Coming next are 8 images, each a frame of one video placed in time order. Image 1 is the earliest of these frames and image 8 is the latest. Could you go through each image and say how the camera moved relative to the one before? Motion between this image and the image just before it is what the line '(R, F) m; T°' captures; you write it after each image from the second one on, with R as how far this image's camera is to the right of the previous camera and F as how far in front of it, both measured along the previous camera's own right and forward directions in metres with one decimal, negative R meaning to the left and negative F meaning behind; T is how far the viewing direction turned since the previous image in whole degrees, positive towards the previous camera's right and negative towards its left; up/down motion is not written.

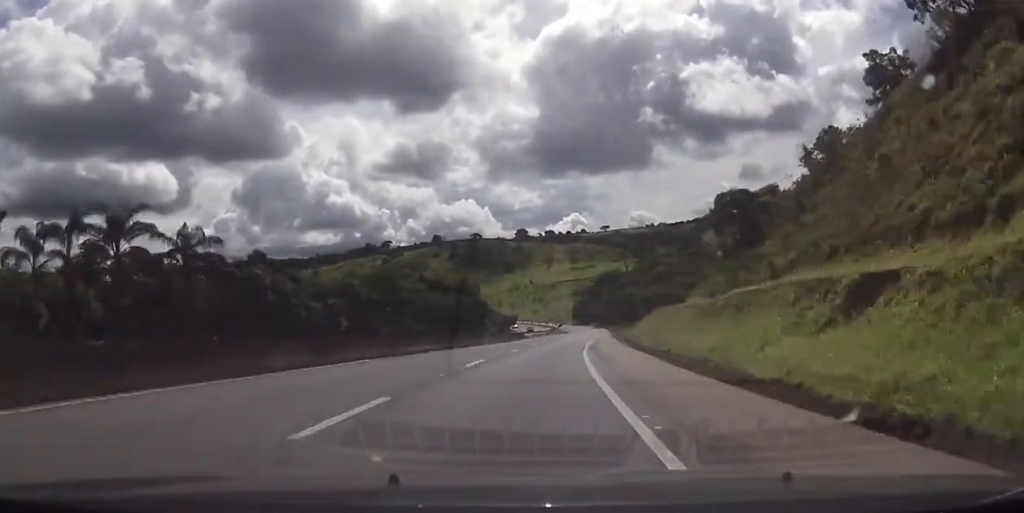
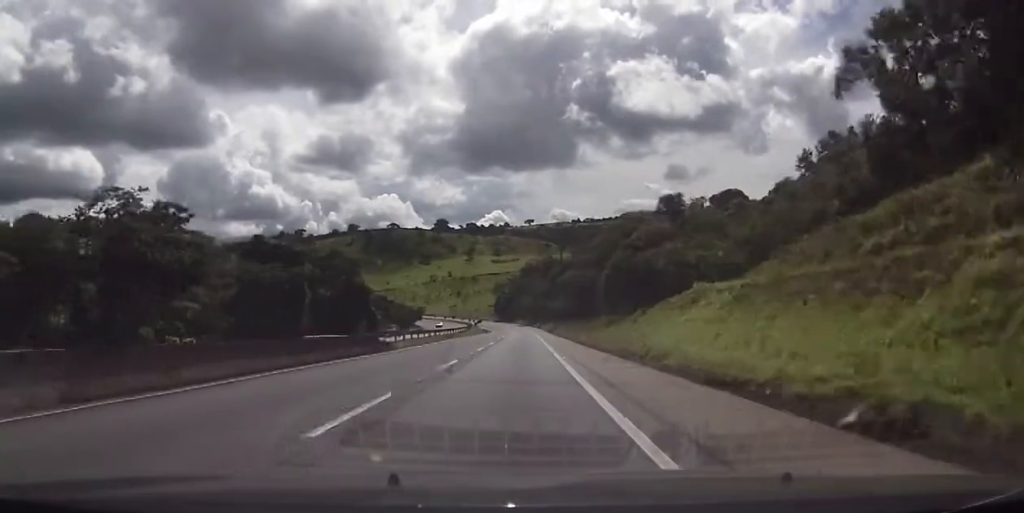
(+4.0, +46.4) m; +10°
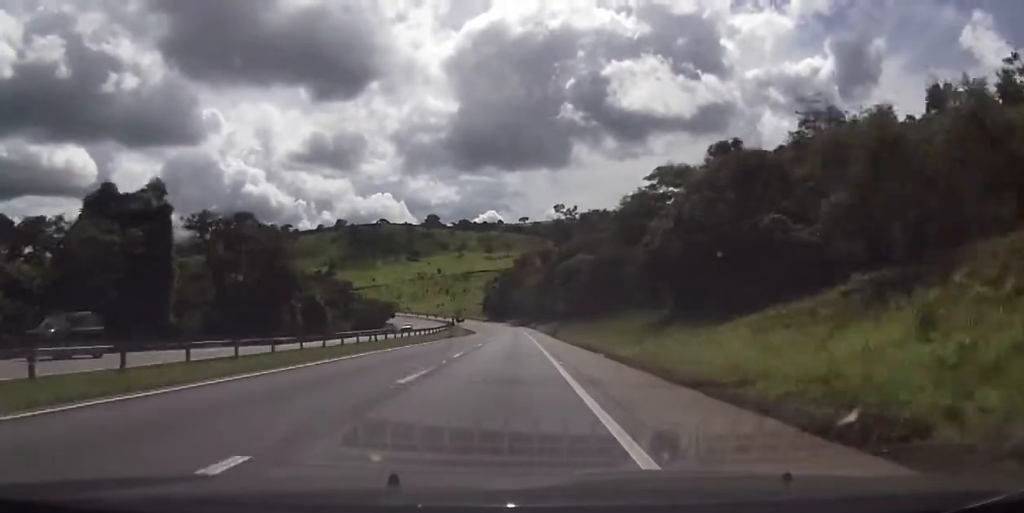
(+0.8, +29.8) m; +2°
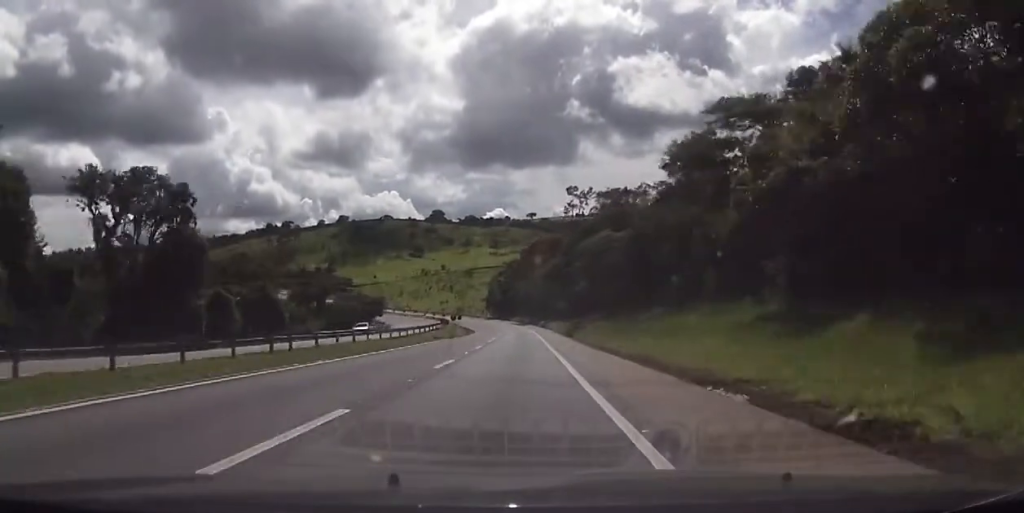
(+0.1, +20.8) m; -1°
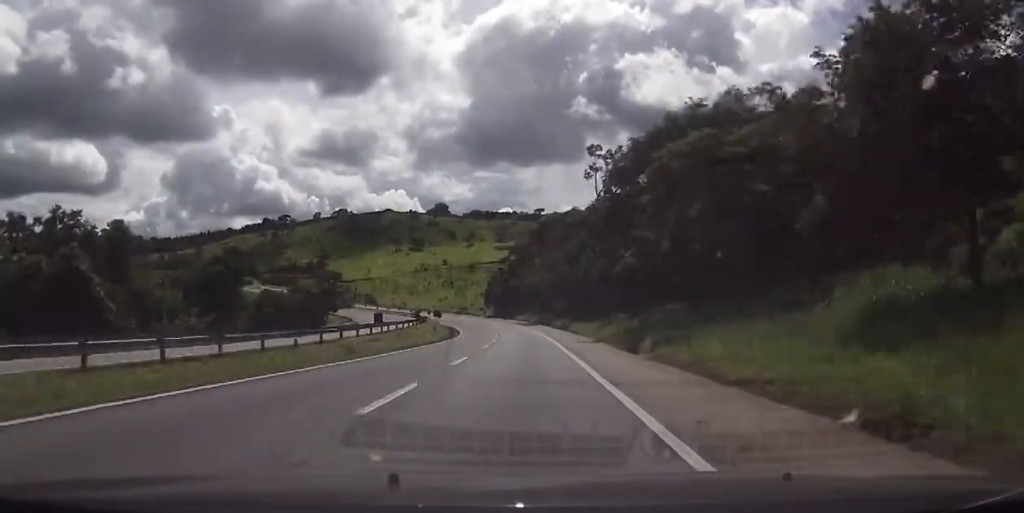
(-0.7, +36.5) m; -1°
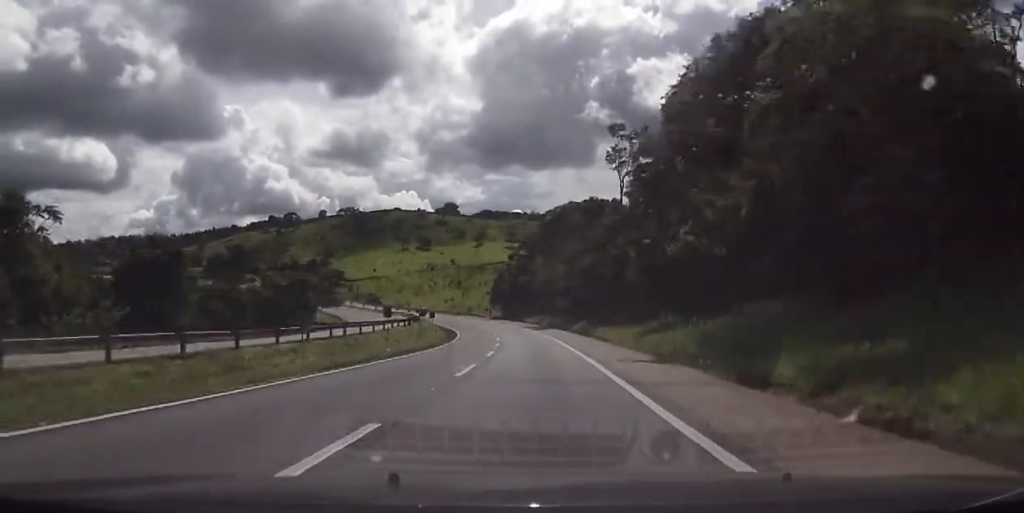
(+0.1, +15.6) m; 0°
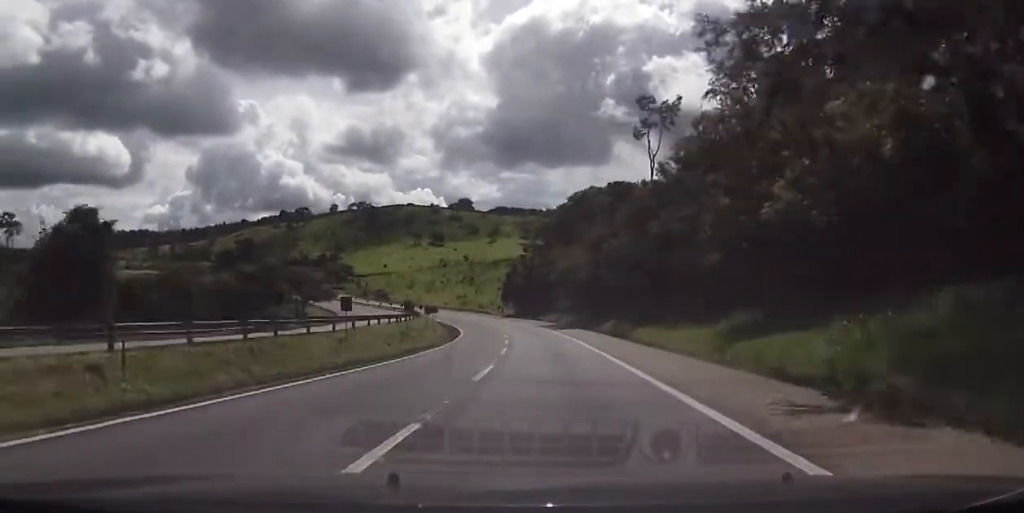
(0.0, +12.8) m; -1°
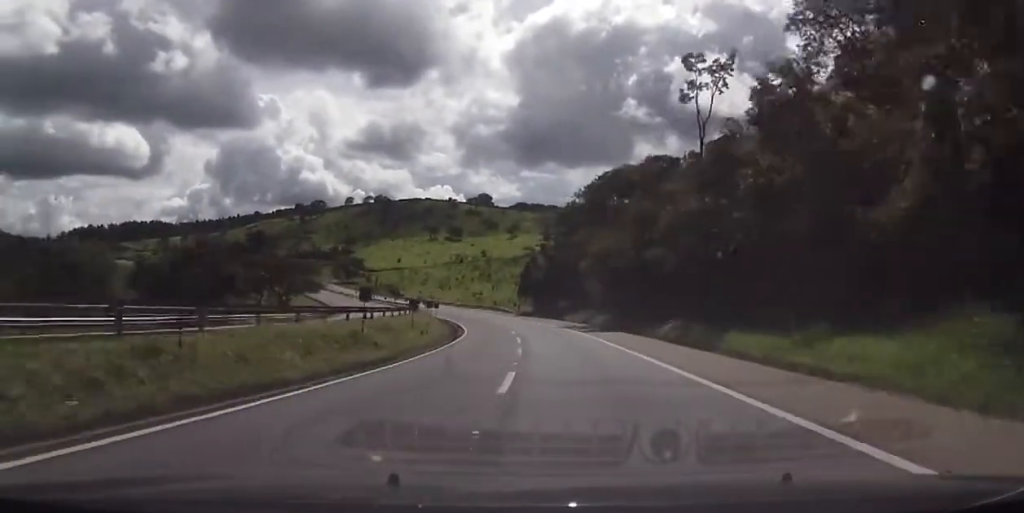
(-0.1, +15.9) m; -1°
